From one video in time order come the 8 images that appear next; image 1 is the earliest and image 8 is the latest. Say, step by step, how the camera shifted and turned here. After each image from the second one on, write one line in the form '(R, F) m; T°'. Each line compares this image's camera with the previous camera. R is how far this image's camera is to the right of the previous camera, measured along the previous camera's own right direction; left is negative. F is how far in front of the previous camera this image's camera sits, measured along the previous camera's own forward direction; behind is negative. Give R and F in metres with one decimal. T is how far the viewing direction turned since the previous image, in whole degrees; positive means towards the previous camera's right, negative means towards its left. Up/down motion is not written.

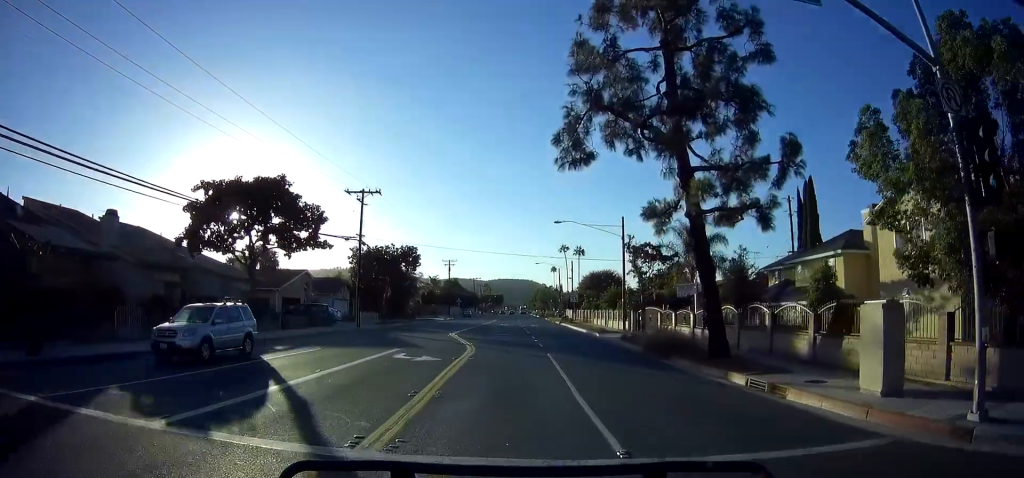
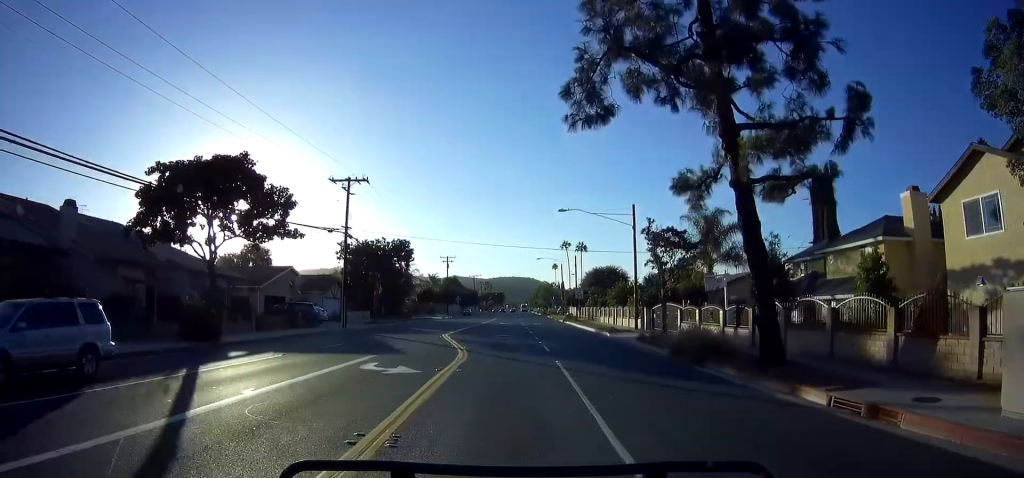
(0.0, +4.0) m; 0°
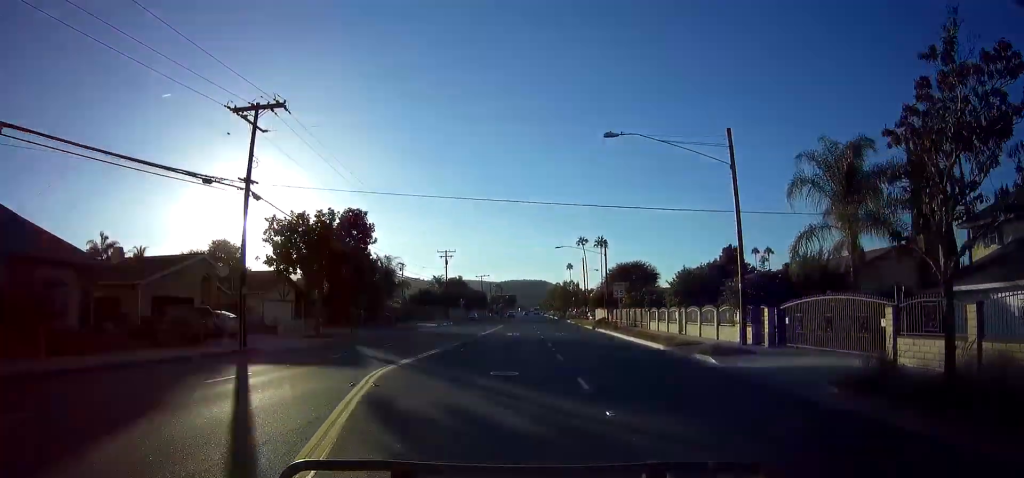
(-0.3, +17.4) m; -2°
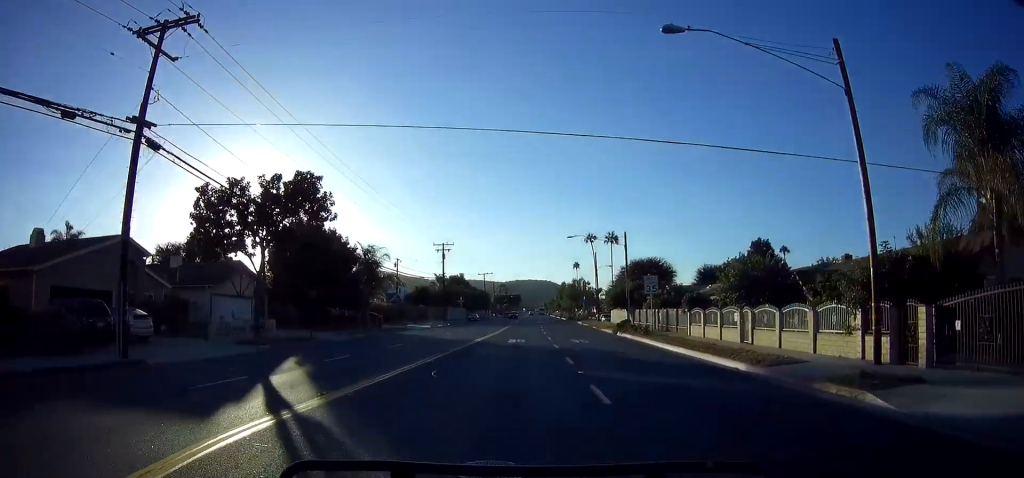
(-0.1, +8.8) m; 0°
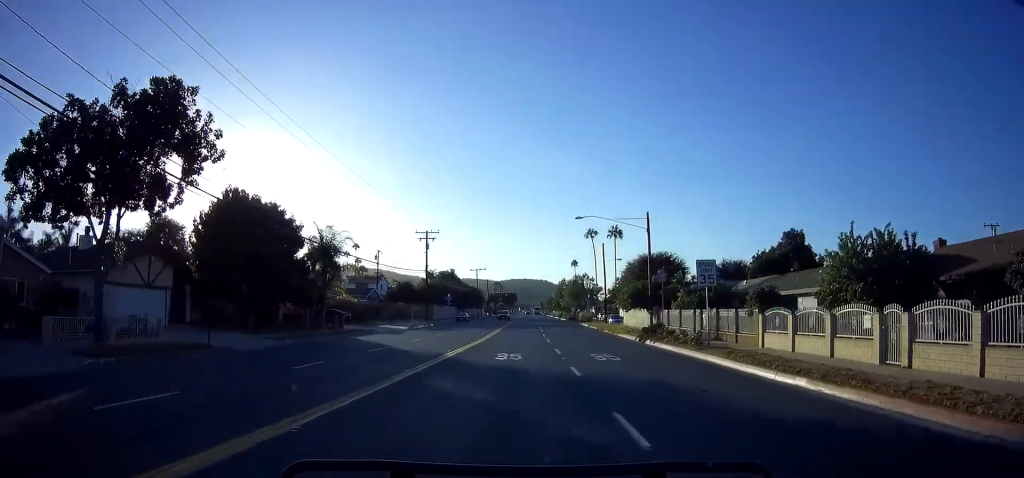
(0.0, +10.6) m; 0°
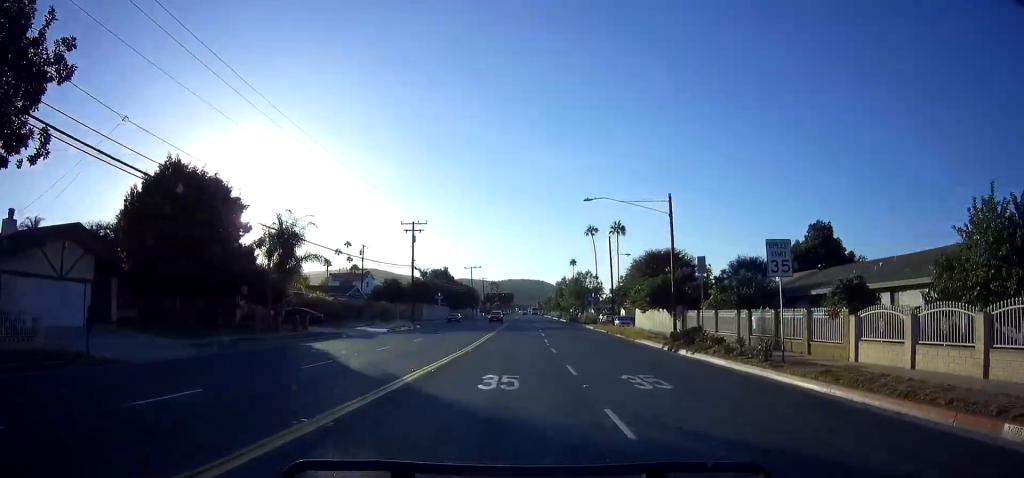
(+0.1, +6.9) m; 0°
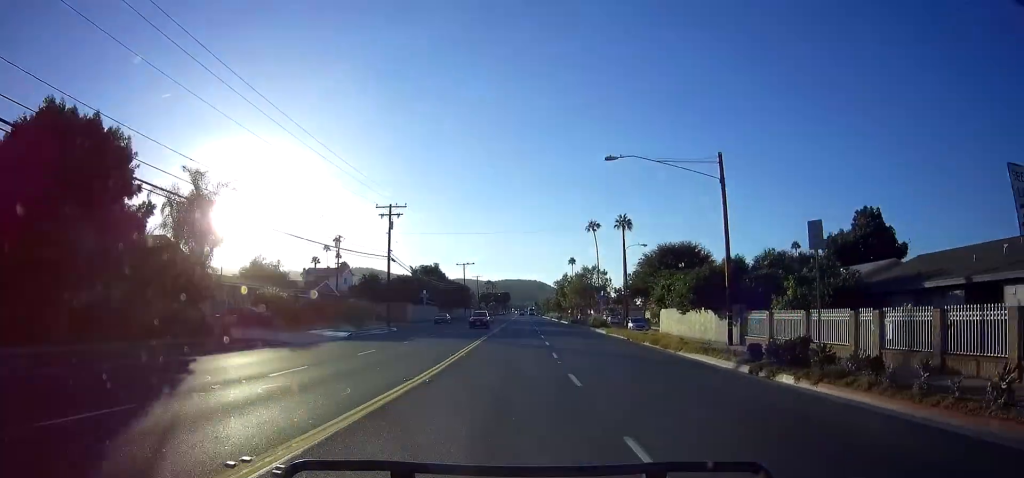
(0.0, +9.7) m; 0°
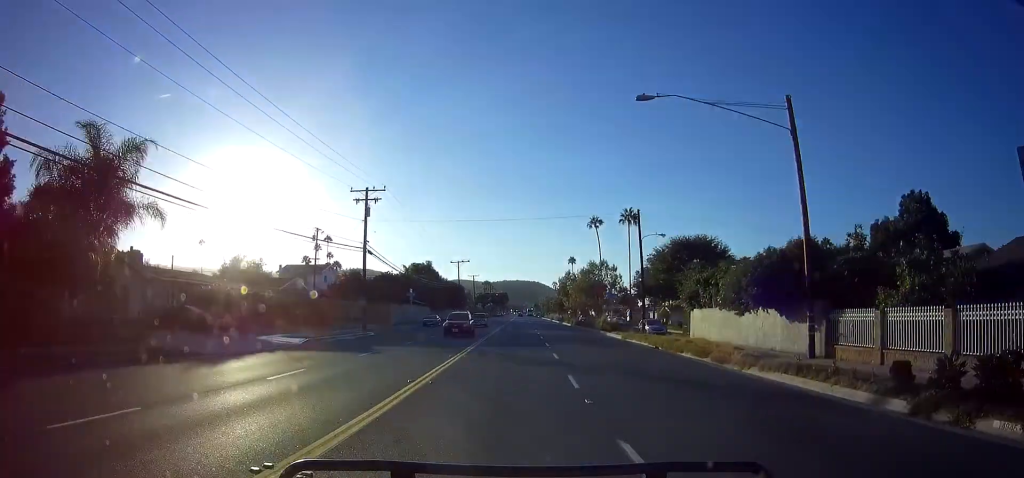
(-0.1, +7.4) m; 0°
